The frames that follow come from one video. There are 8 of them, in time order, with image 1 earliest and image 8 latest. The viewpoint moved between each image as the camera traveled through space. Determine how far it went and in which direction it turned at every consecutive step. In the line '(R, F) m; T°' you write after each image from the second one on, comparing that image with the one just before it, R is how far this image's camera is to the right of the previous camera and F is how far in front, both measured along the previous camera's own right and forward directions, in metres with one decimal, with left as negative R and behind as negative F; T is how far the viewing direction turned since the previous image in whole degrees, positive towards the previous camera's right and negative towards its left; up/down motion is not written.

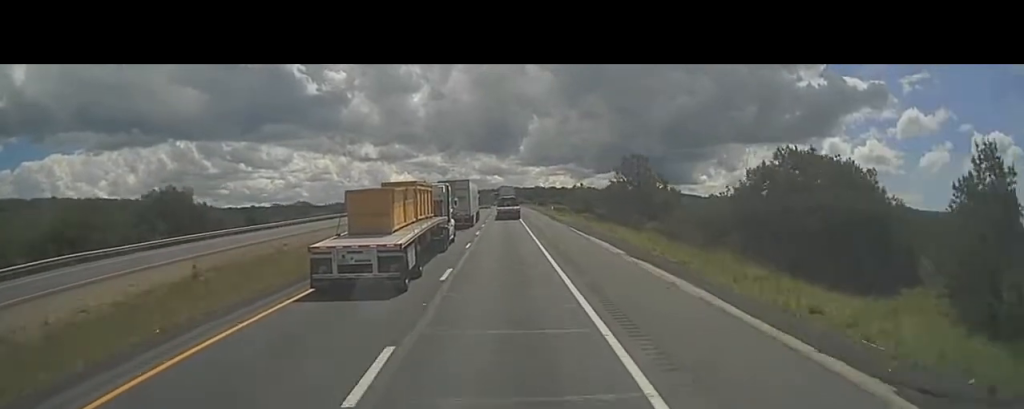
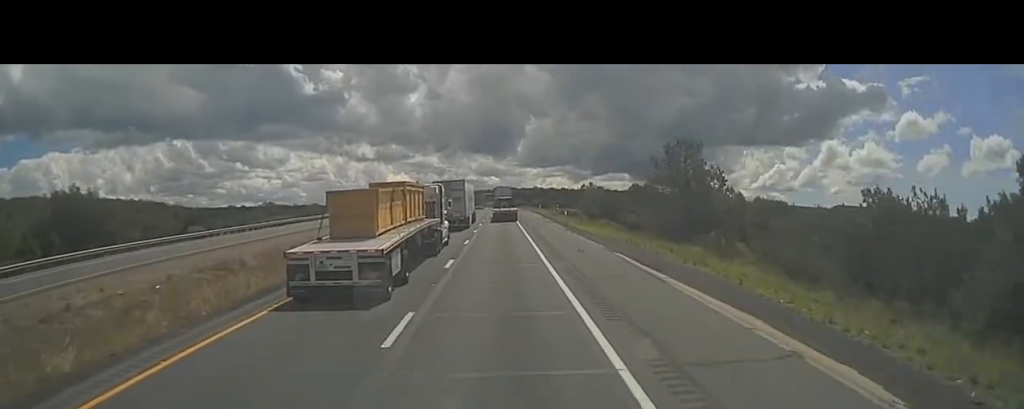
(0.0, +20.6) m; 0°
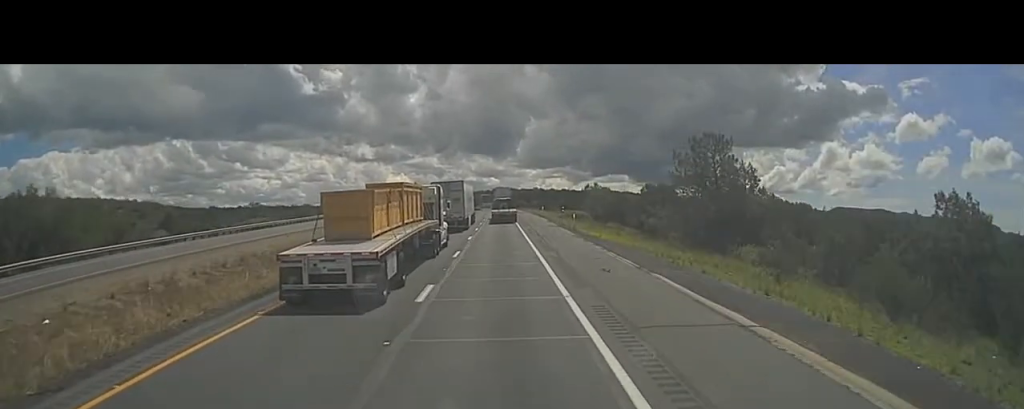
(0.0, +8.1) m; 0°
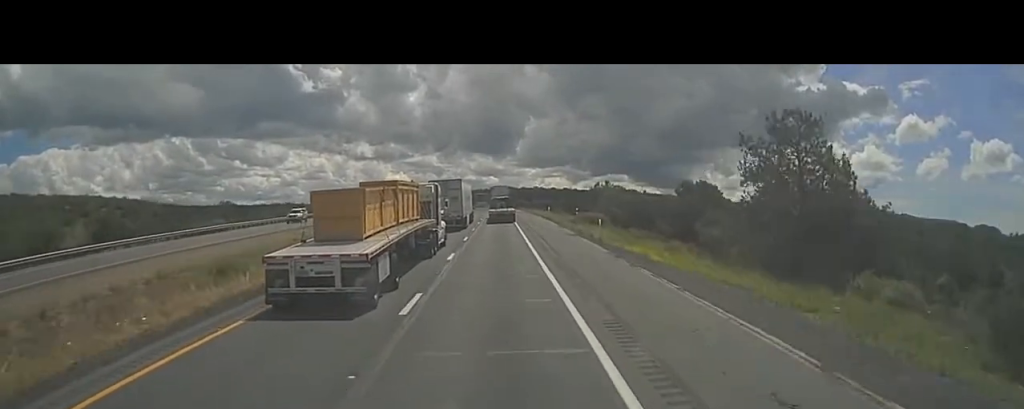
(0.0, +13.6) m; 0°
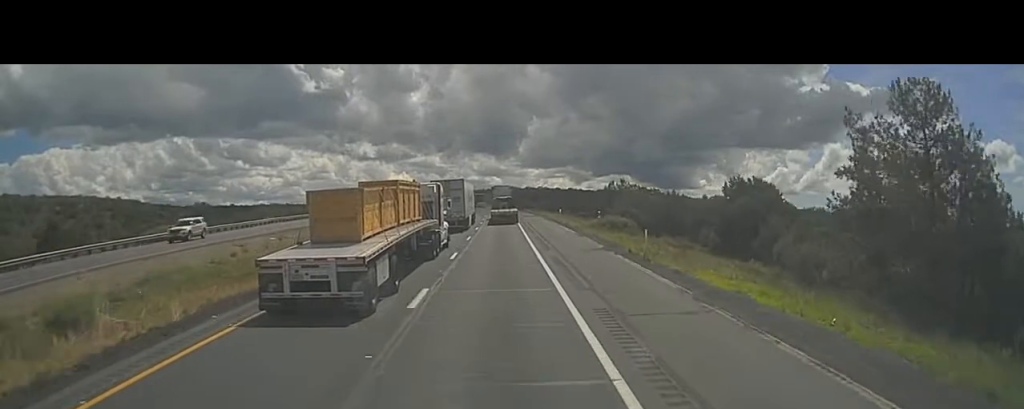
(0.0, +11.7) m; 0°
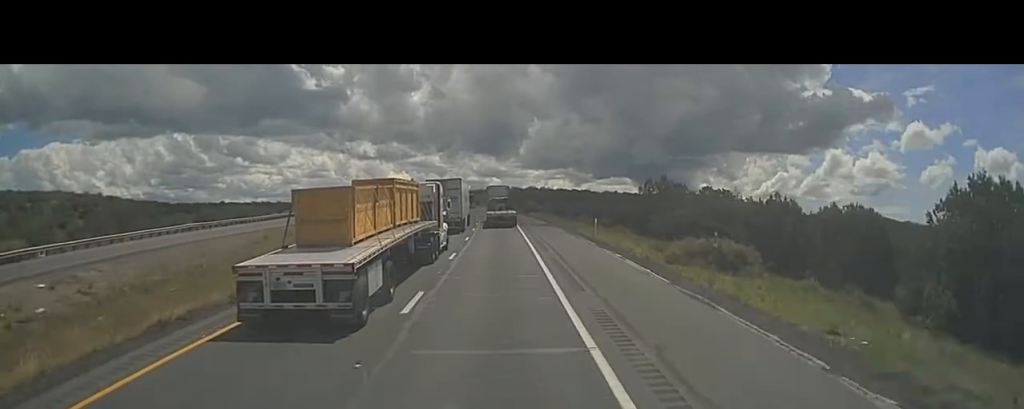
(-0.3, +24.5) m; -1°
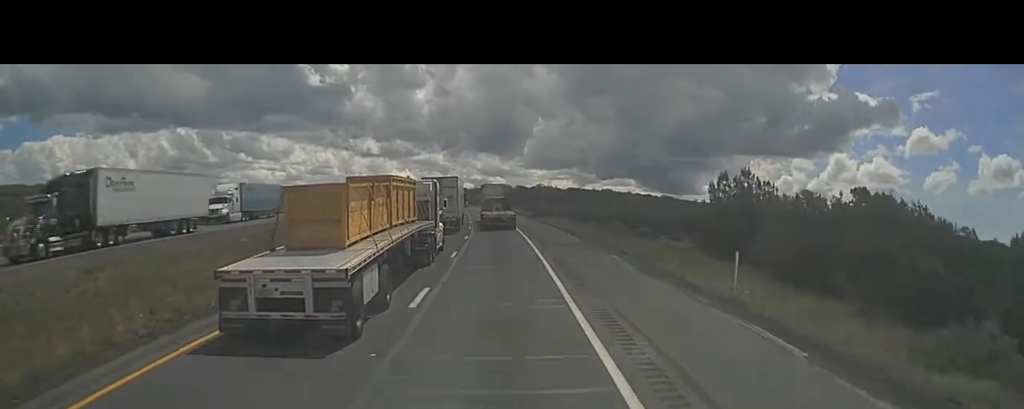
(0.0, +24.3) m; +1°
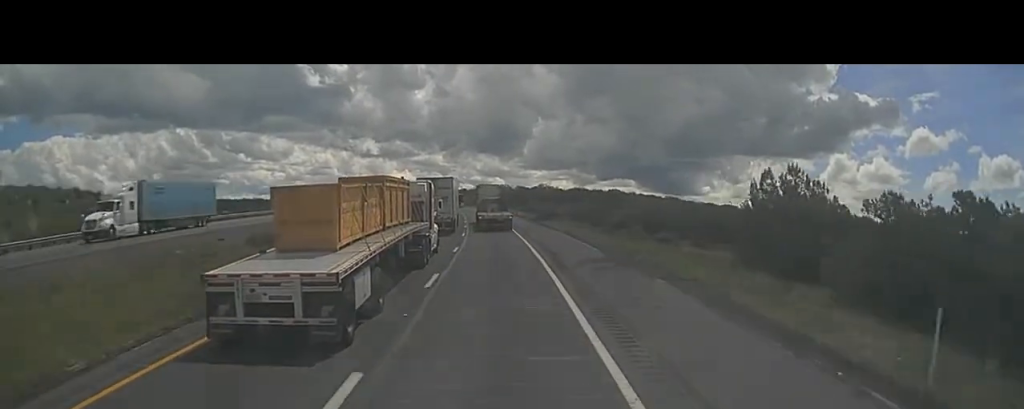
(+0.1, +8.5) m; 0°
